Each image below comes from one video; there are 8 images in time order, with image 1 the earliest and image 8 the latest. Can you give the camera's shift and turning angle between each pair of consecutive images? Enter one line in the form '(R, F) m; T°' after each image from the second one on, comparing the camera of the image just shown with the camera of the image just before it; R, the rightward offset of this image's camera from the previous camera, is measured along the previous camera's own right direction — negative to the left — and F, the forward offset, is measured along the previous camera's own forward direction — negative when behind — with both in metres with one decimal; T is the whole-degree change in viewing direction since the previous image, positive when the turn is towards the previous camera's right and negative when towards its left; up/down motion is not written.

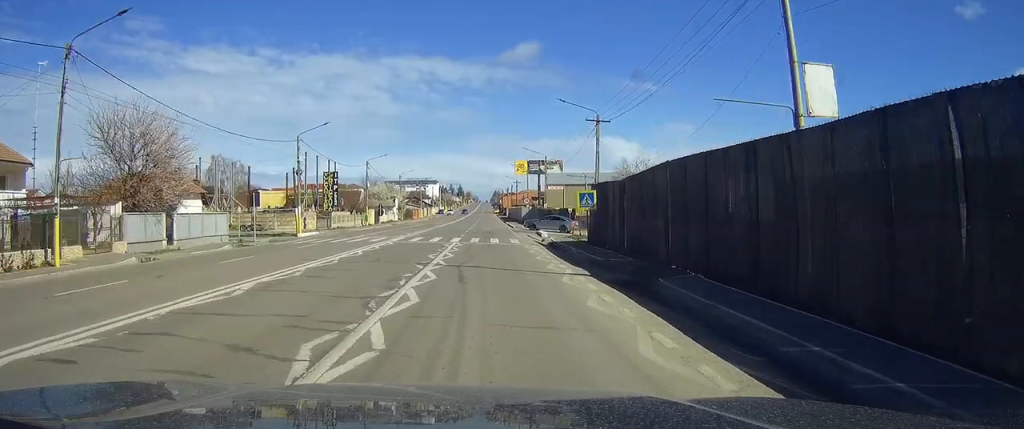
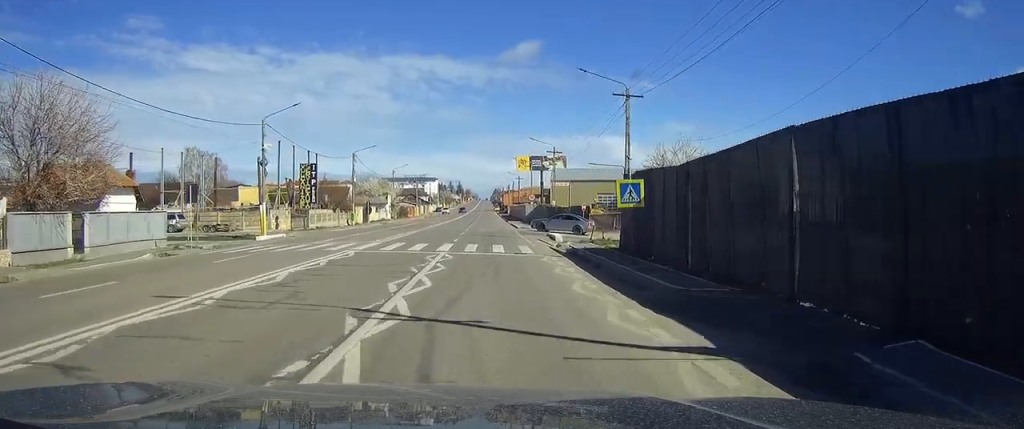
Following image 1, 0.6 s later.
(0.0, +9.6) m; 0°
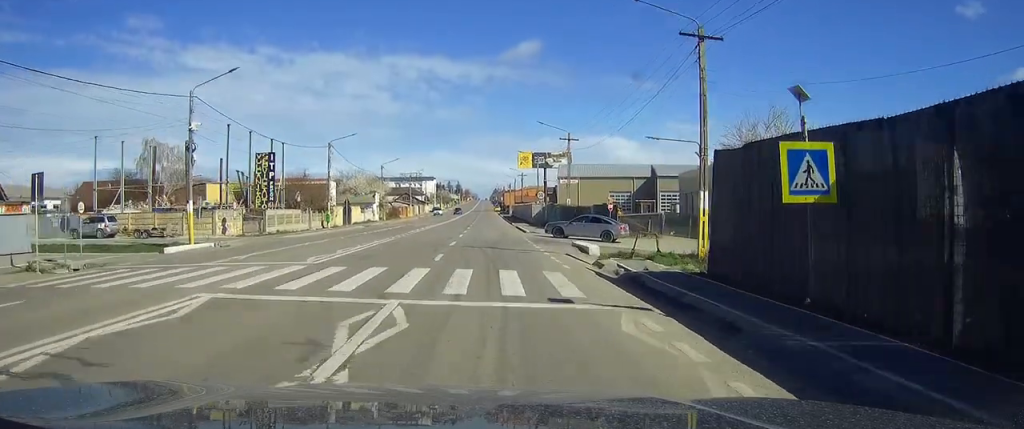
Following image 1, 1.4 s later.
(0.0, +12.8) m; 0°
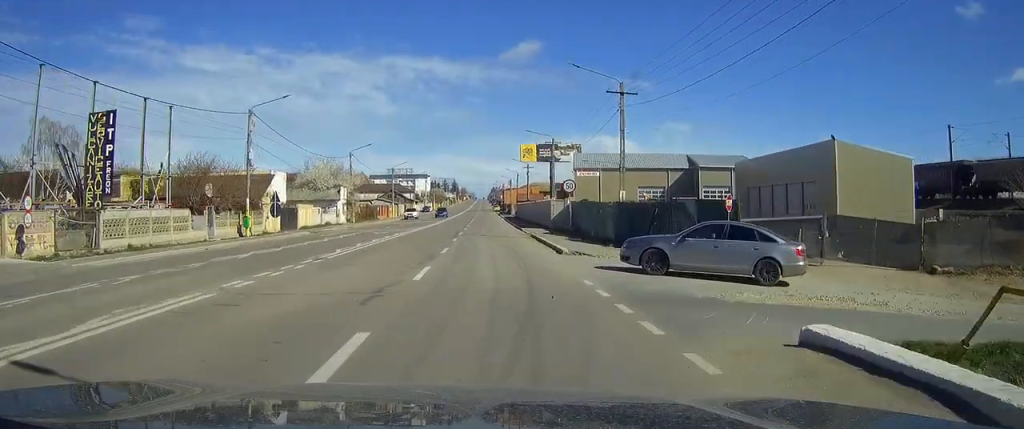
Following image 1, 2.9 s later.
(+0.2, +23.7) m; 0°
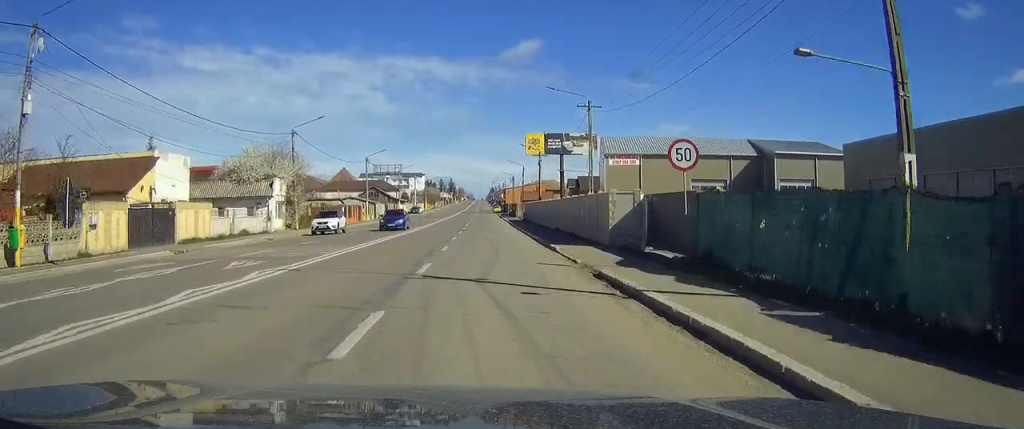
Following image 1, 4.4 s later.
(0.0, +25.2) m; +1°
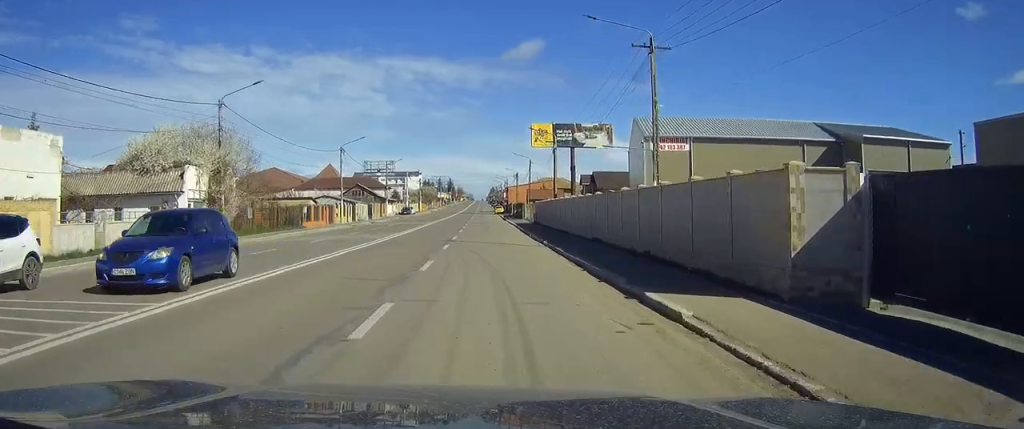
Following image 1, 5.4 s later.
(+0.1, +17.2) m; 0°
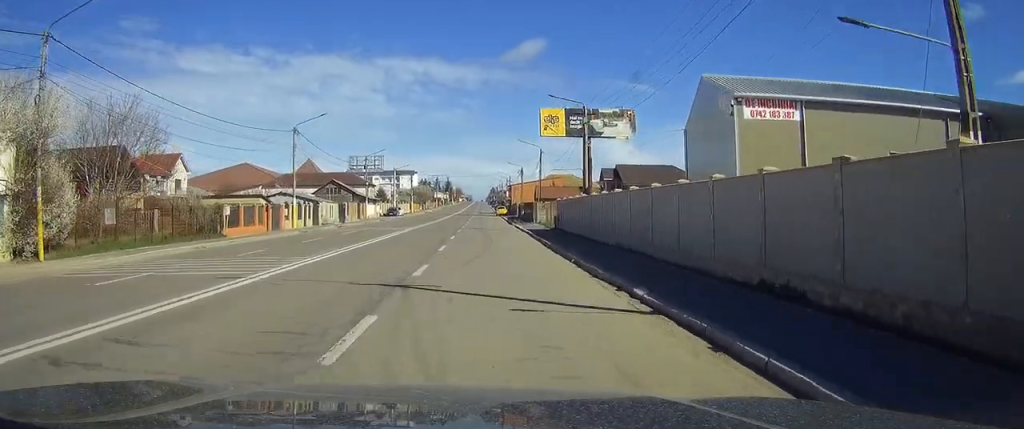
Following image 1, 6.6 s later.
(-0.1, +19.5) m; 0°
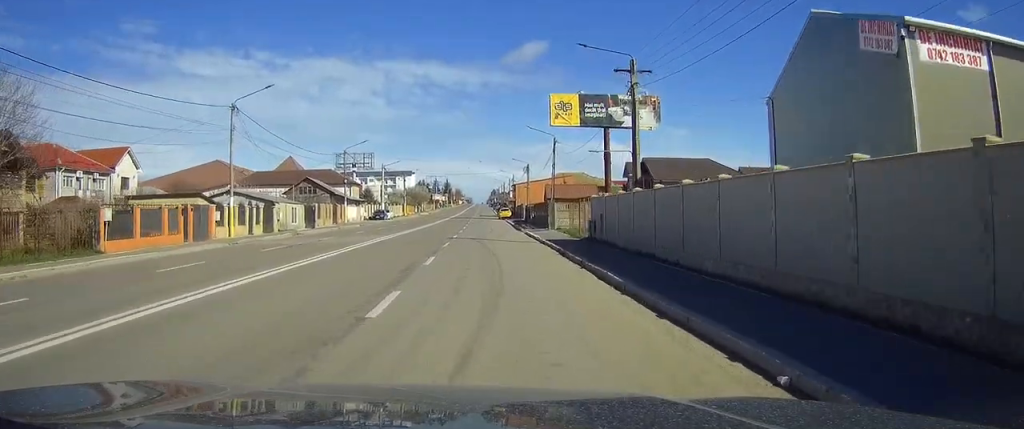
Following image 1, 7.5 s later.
(0.0, +15.2) m; 0°
